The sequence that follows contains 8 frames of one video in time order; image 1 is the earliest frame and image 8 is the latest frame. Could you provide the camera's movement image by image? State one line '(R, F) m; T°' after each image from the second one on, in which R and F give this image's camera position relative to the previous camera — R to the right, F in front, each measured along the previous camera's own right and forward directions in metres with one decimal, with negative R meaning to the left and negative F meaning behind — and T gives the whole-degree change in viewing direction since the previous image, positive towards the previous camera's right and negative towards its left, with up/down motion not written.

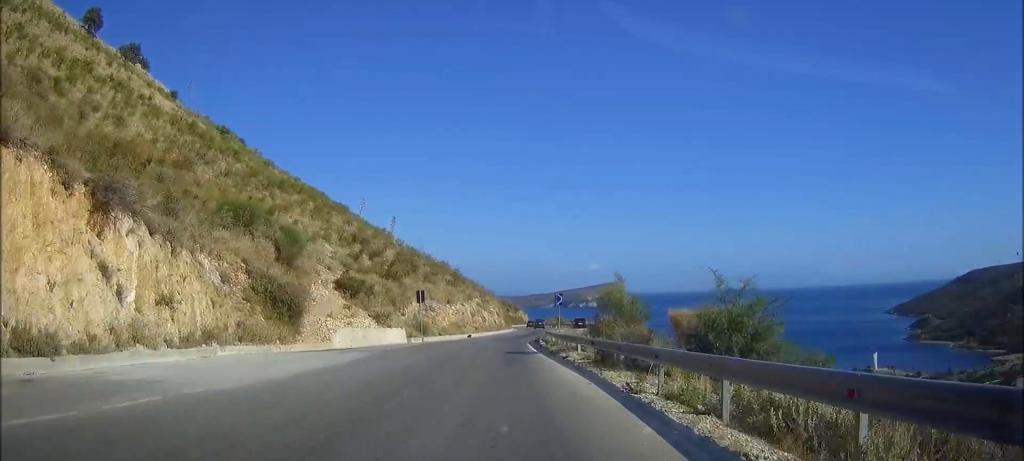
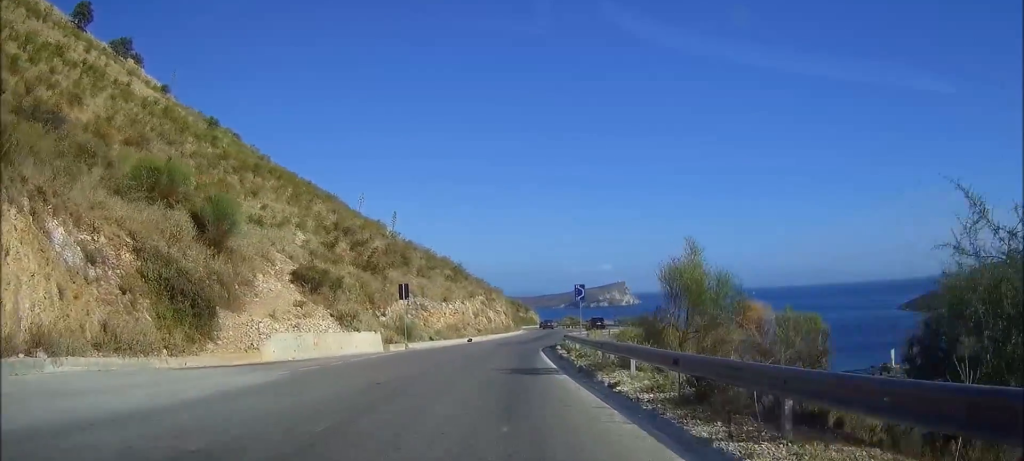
(-0.2, +10.5) m; -1°
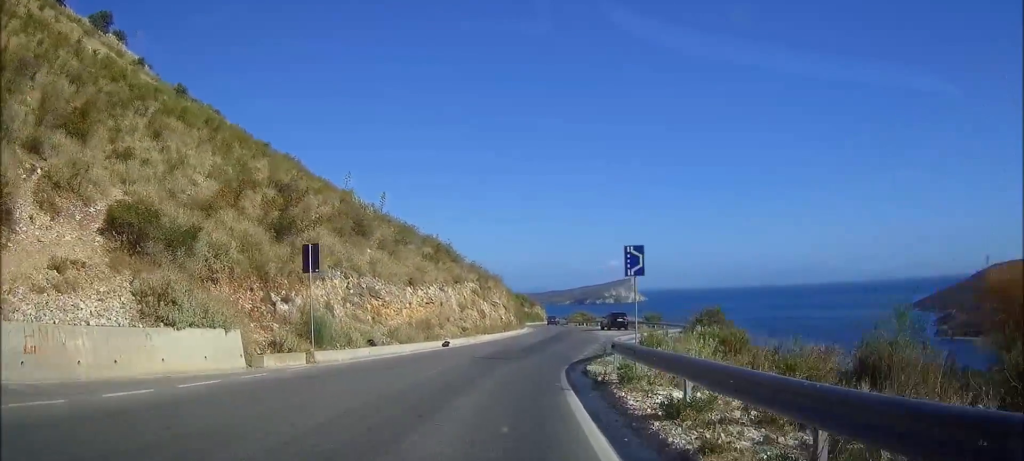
(-0.1, +17.5) m; 0°
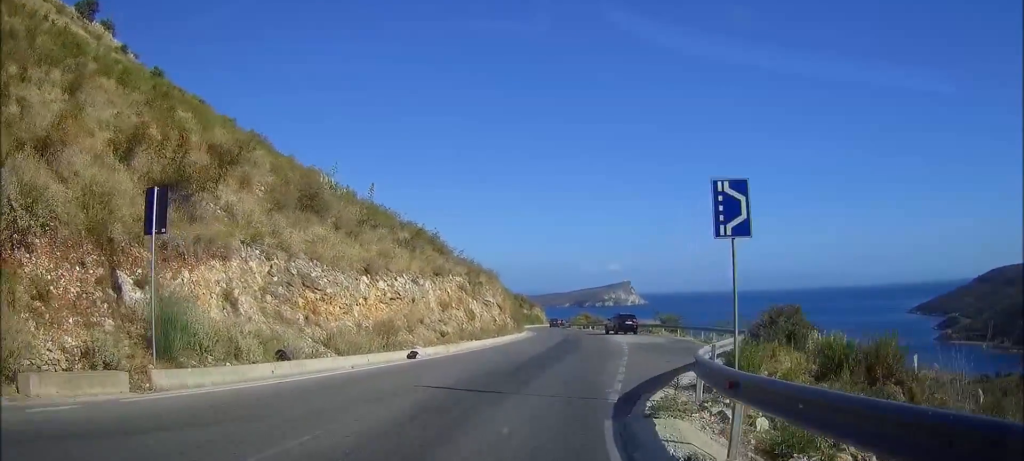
(0.0, +9.7) m; +1°
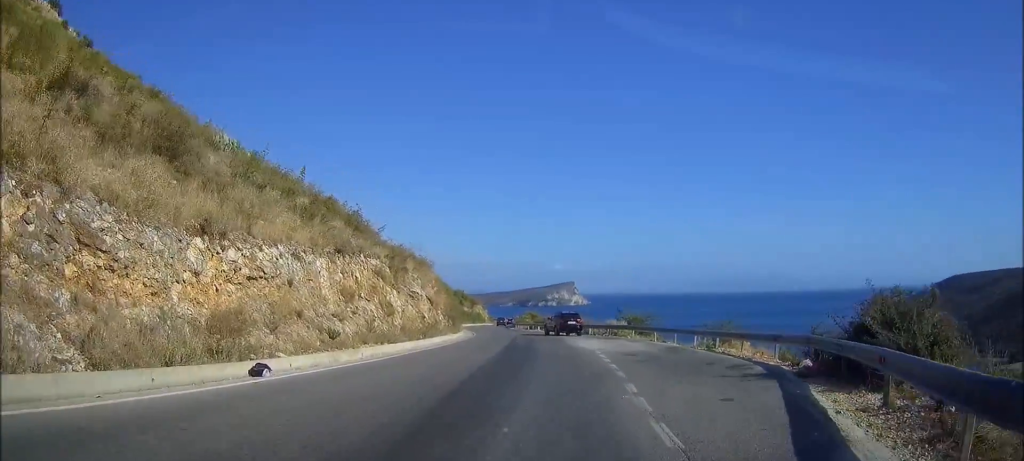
(+0.3, +10.3) m; +7°
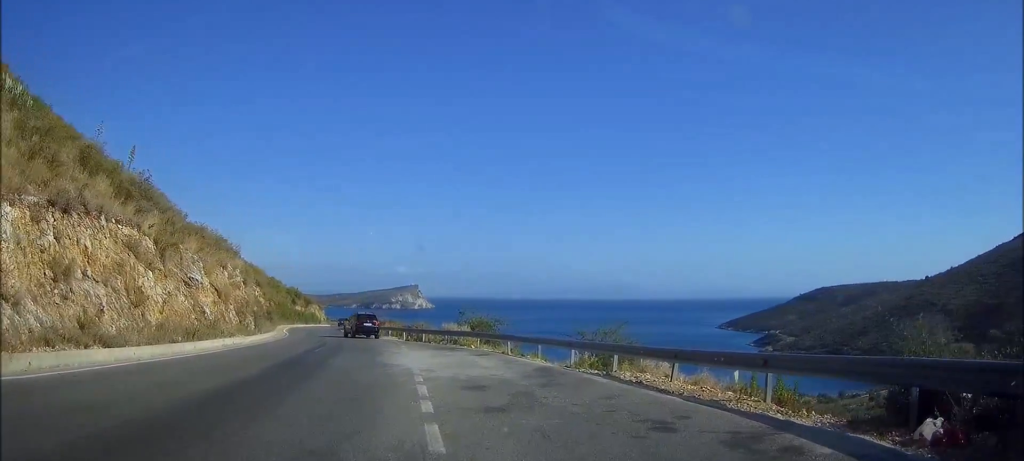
(+1.0, +10.5) m; +7°
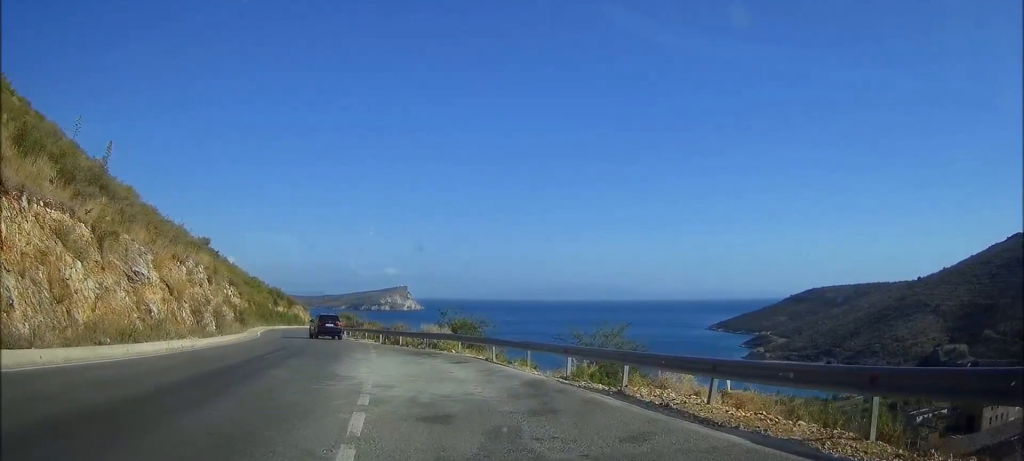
(+0.1, +3.9) m; +1°
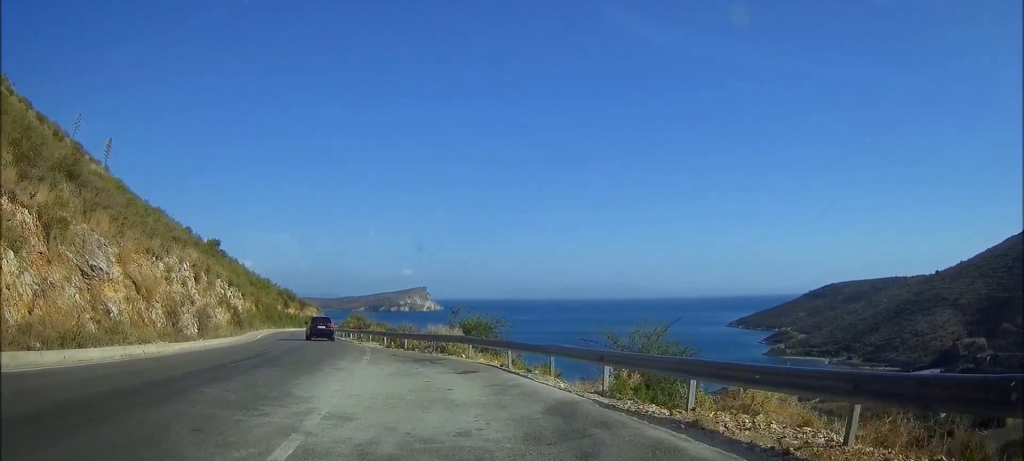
(0.0, +4.2) m; 0°
